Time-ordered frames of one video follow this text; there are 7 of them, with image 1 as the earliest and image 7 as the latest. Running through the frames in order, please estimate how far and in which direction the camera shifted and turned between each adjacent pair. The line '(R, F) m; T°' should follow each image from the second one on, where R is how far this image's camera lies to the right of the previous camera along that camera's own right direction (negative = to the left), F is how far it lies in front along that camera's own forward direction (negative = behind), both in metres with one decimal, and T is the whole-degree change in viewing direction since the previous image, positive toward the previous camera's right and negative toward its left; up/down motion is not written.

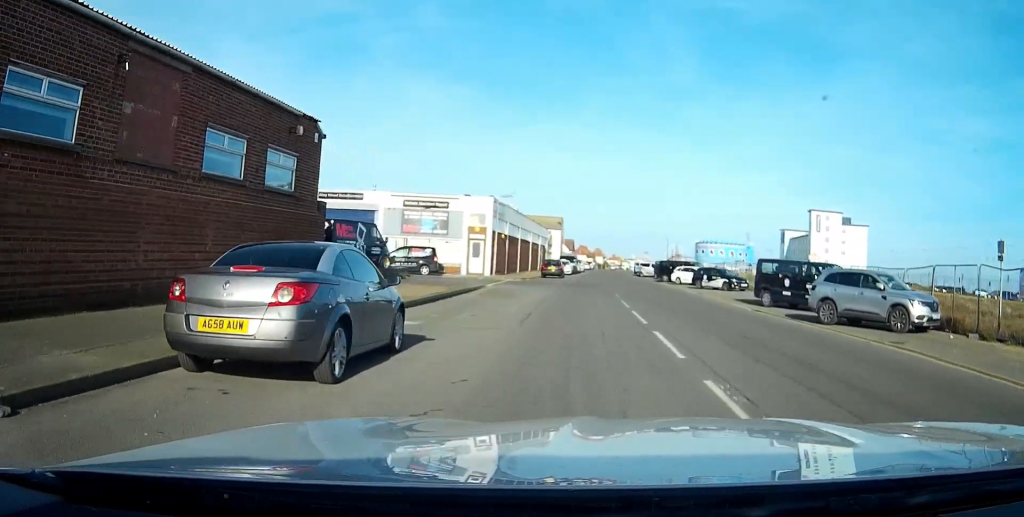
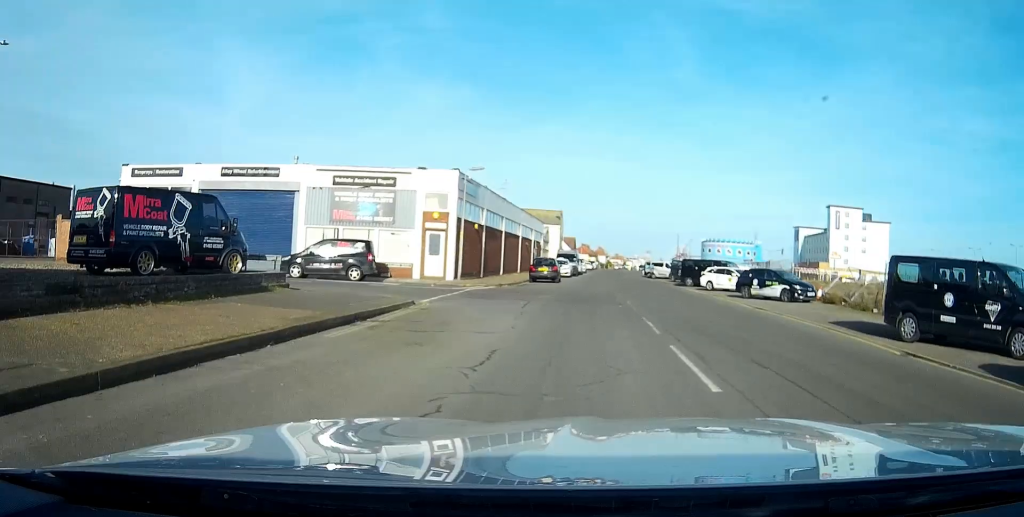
(0.0, +14.0) m; 0°
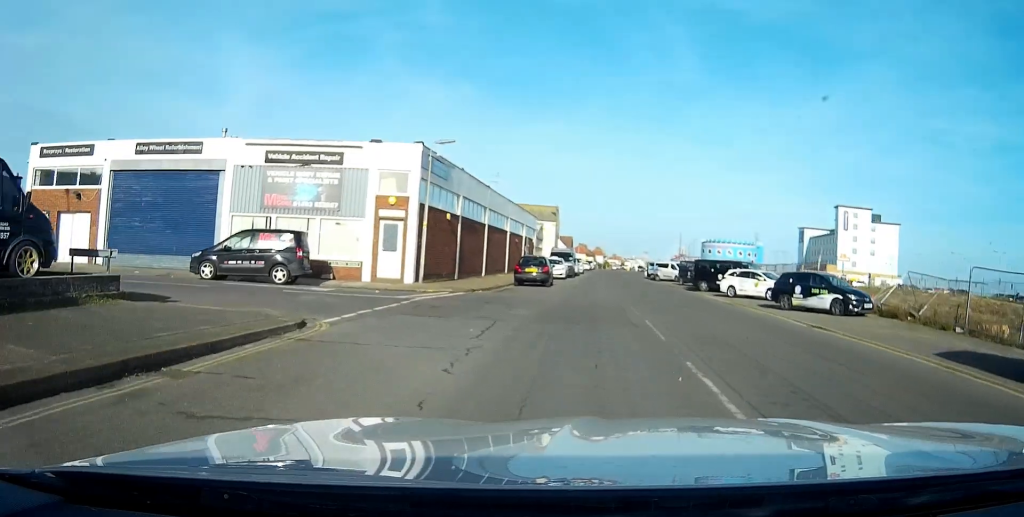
(0.0, +7.5) m; 0°
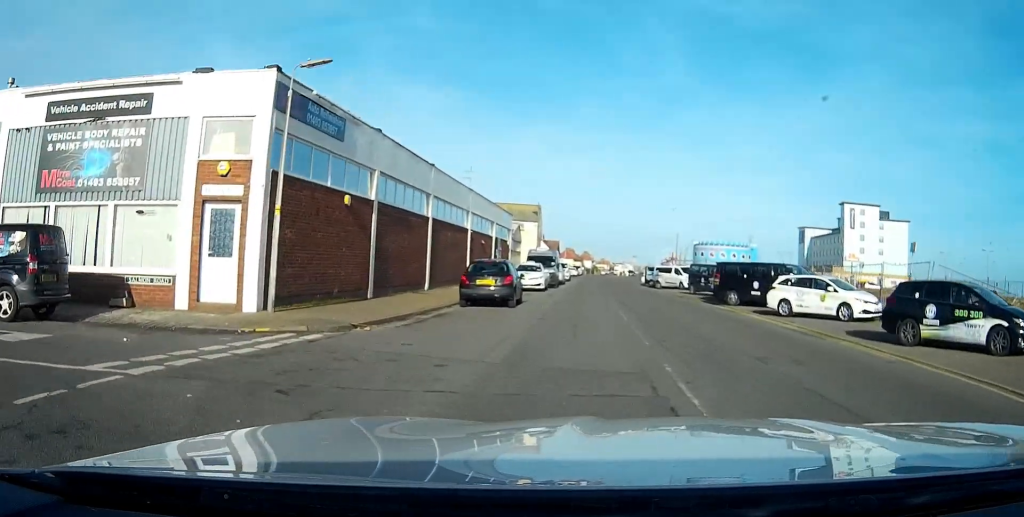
(0.0, +12.3) m; +1°
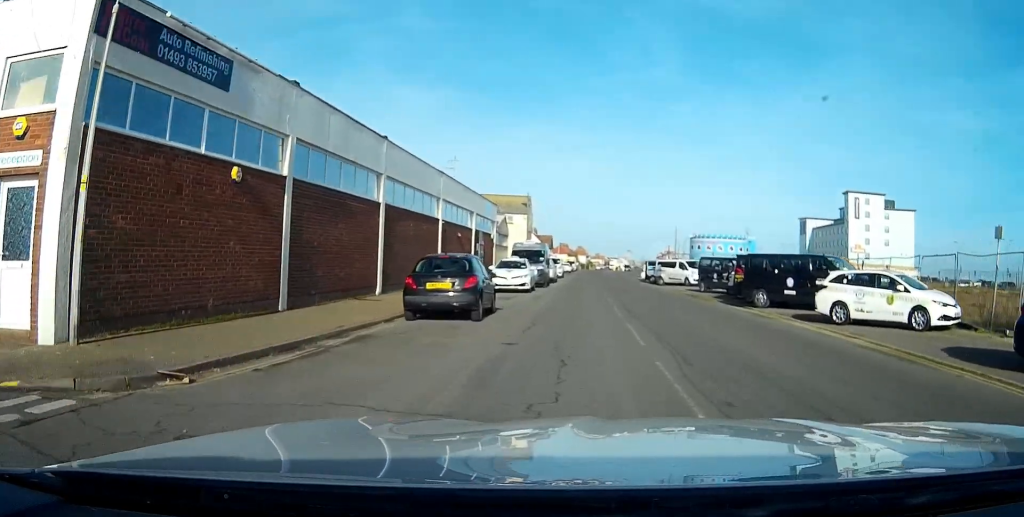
(0.0, +6.4) m; +1°
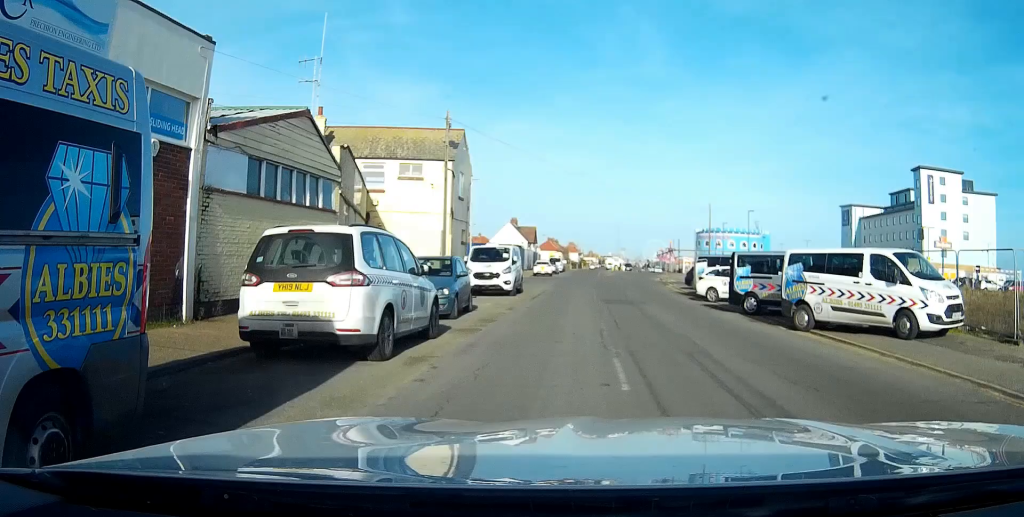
(+0.8, +40.7) m; +1°
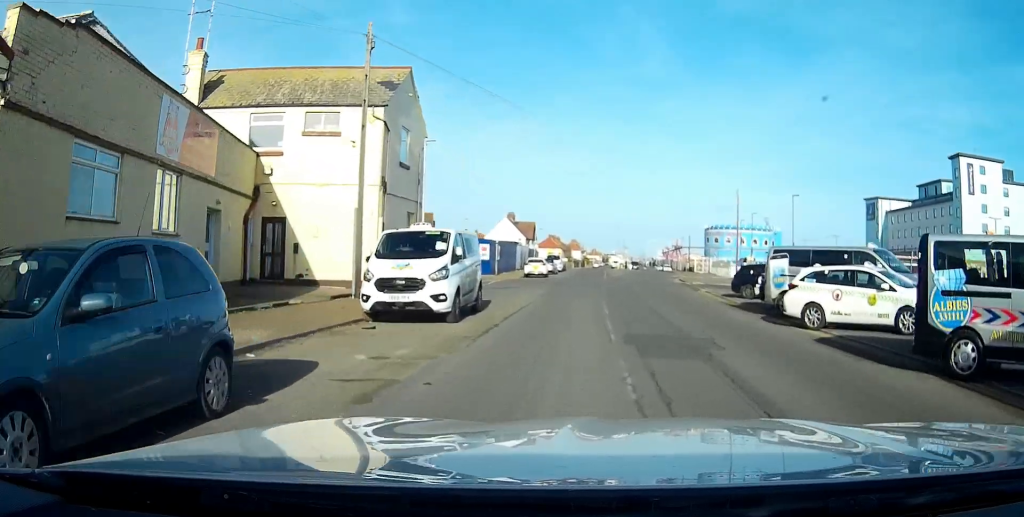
(0.0, +13.7) m; 0°
